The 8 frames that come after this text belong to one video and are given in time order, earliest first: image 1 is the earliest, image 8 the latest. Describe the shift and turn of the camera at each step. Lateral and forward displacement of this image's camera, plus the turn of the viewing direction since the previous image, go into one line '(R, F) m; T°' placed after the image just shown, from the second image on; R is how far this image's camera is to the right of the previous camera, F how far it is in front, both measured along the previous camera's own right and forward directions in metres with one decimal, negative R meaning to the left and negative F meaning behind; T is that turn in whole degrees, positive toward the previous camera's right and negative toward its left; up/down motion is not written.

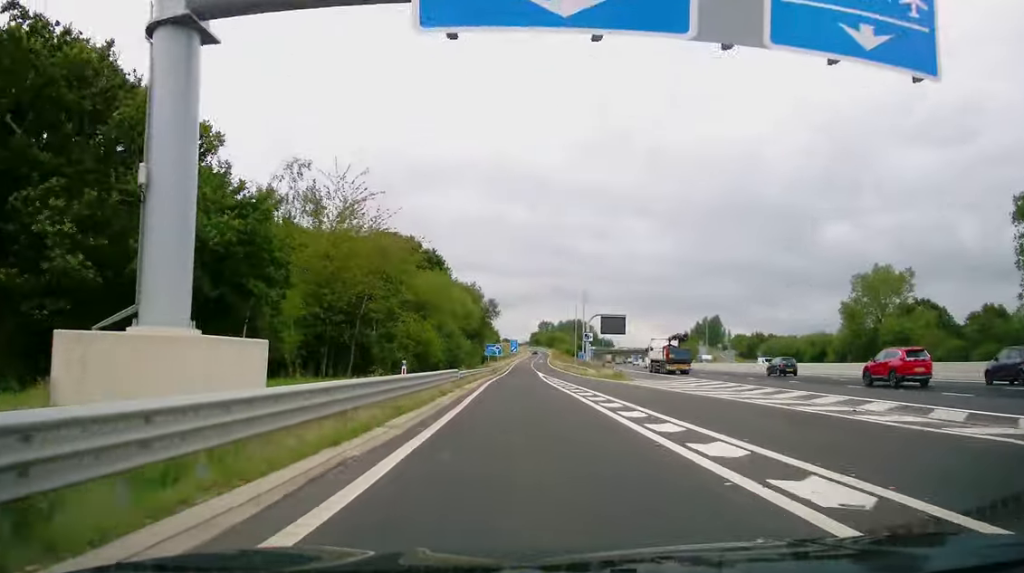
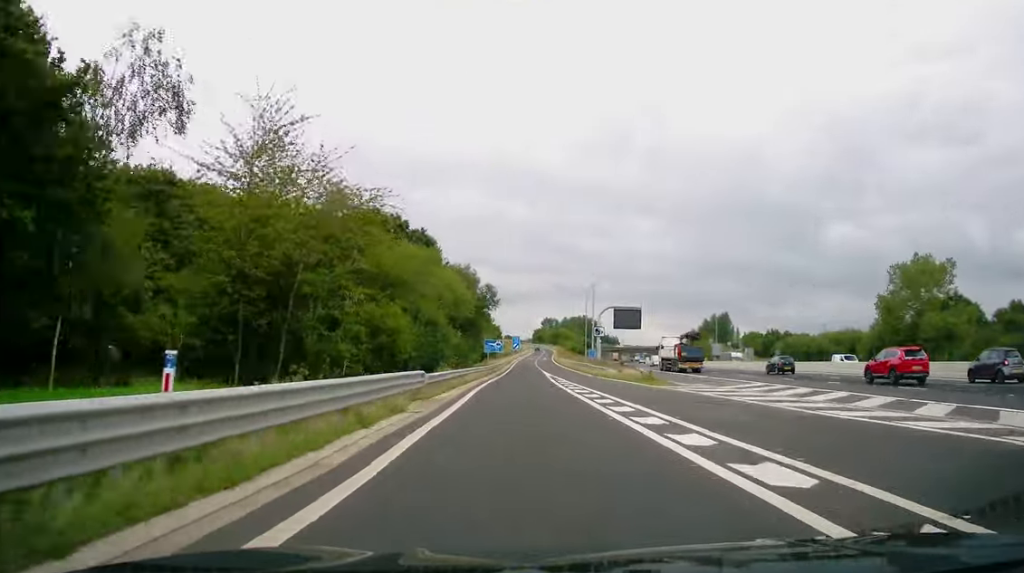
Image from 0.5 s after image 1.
(-0.1, +12.7) m; 0°
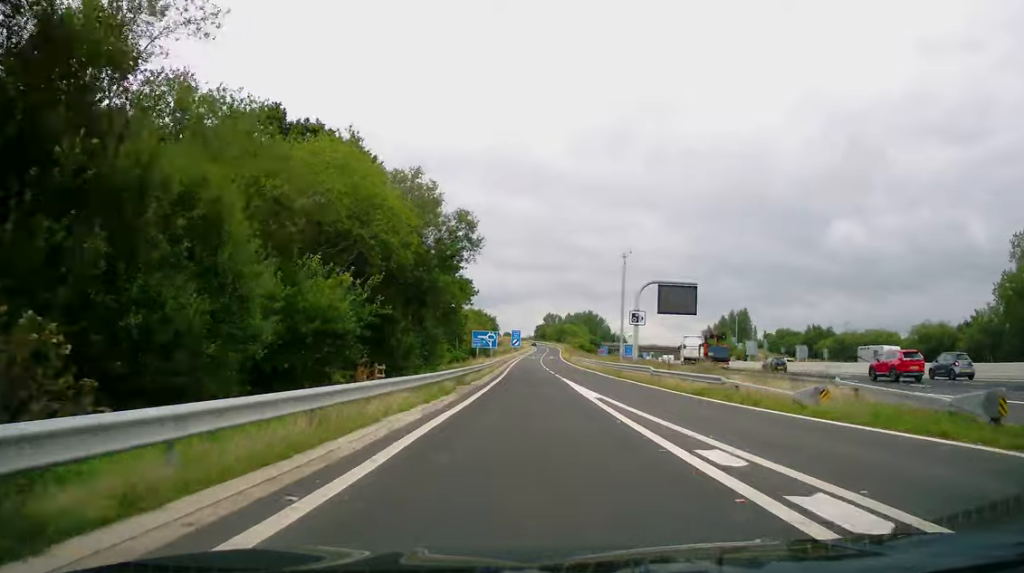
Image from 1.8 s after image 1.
(-0.1, +33.2) m; 0°
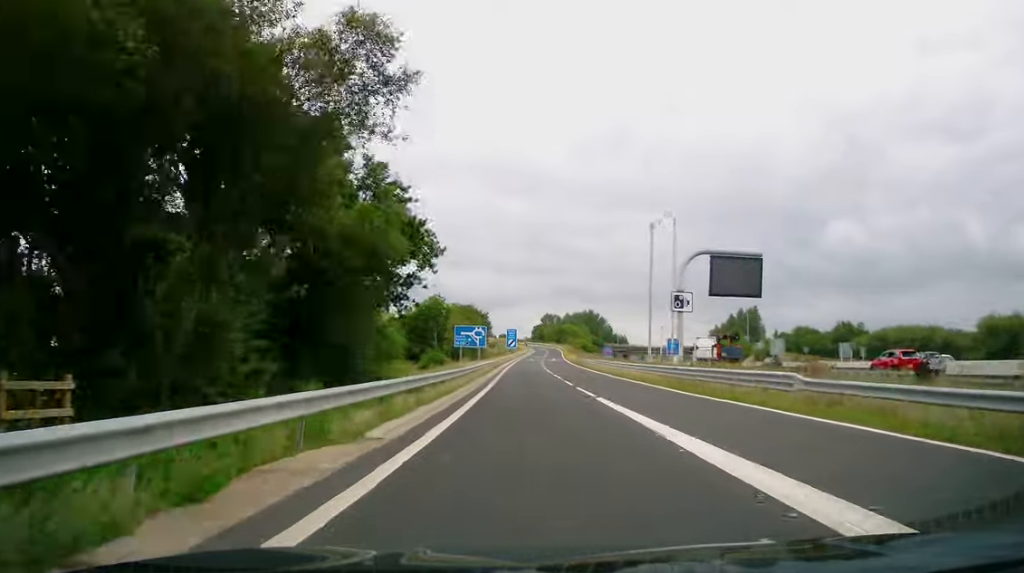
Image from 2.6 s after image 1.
(0.0, +21.3) m; 0°
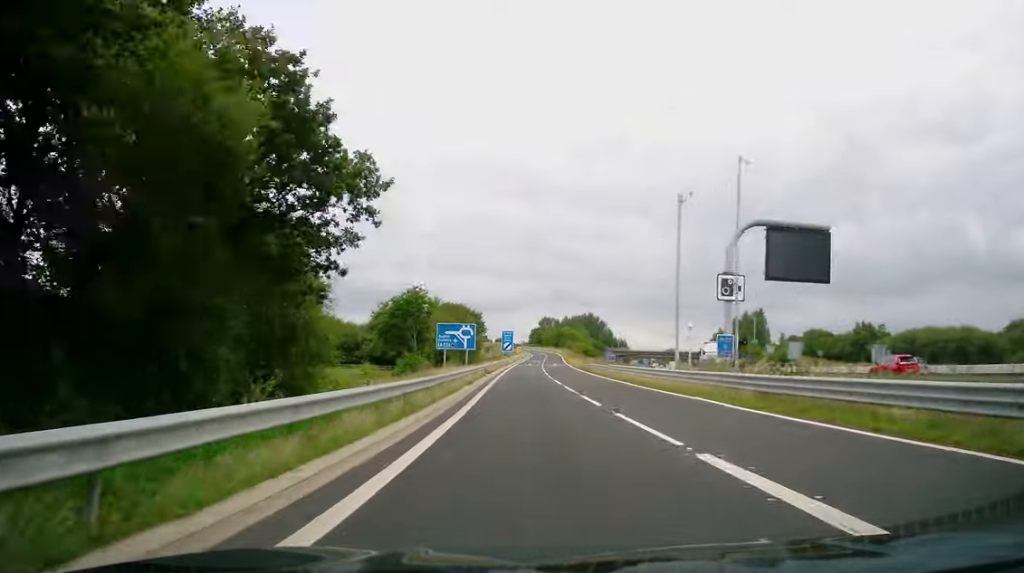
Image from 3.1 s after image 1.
(0.0, +12.7) m; 0°
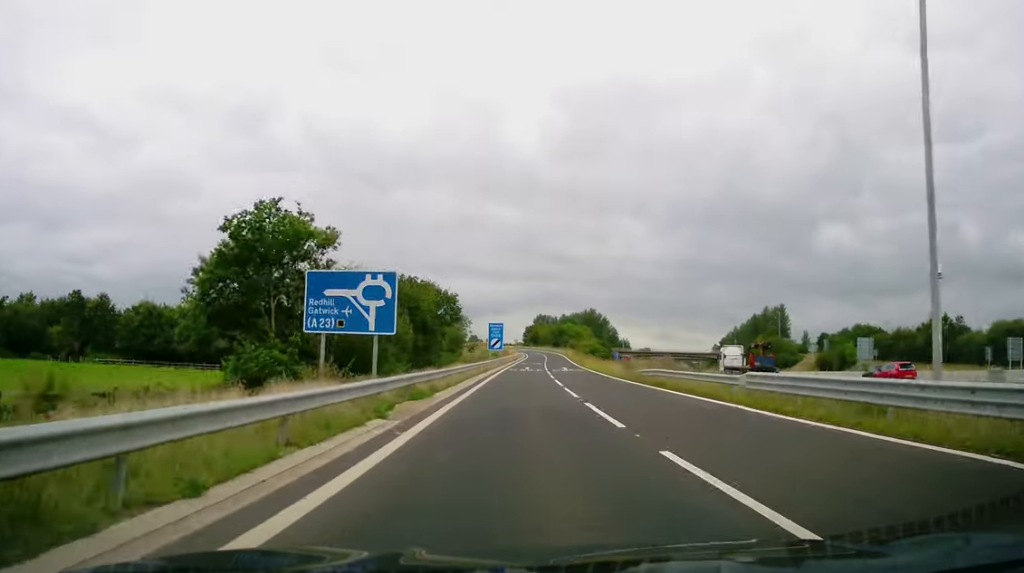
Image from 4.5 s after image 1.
(+0.3, +35.3) m; +1°
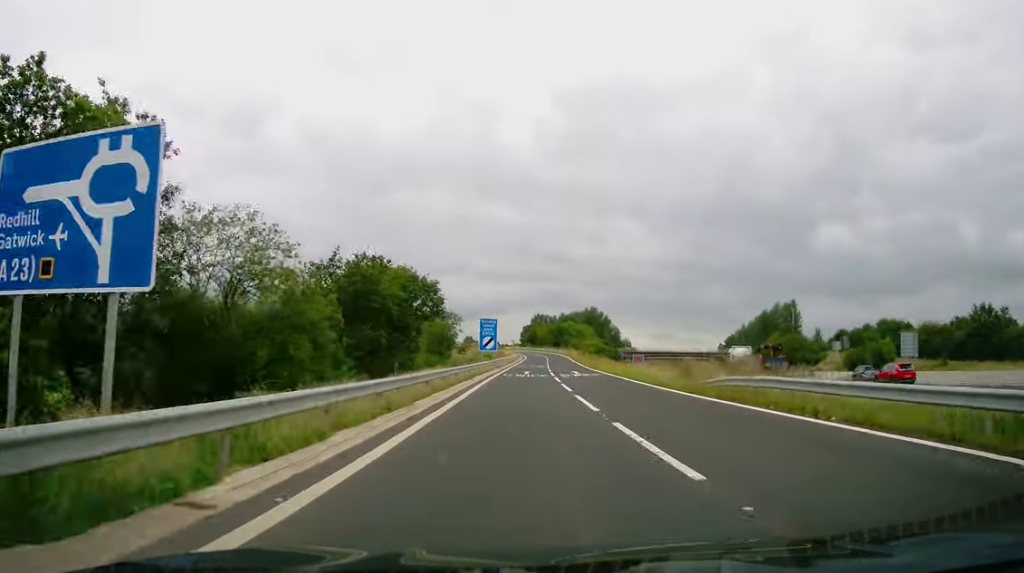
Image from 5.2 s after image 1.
(+0.1, +15.4) m; 0°
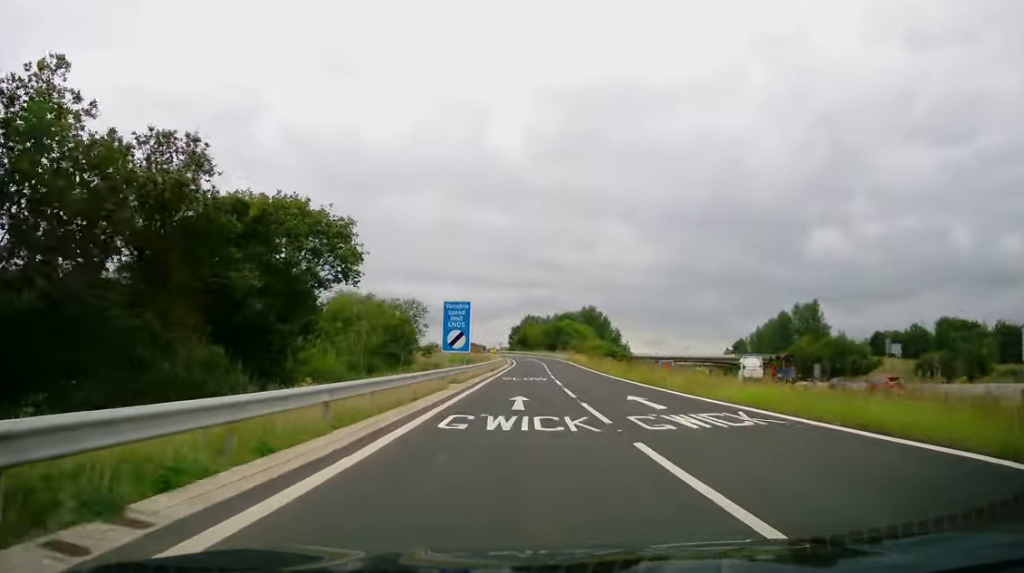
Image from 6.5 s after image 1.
(0.0, +31.0) m; 0°
